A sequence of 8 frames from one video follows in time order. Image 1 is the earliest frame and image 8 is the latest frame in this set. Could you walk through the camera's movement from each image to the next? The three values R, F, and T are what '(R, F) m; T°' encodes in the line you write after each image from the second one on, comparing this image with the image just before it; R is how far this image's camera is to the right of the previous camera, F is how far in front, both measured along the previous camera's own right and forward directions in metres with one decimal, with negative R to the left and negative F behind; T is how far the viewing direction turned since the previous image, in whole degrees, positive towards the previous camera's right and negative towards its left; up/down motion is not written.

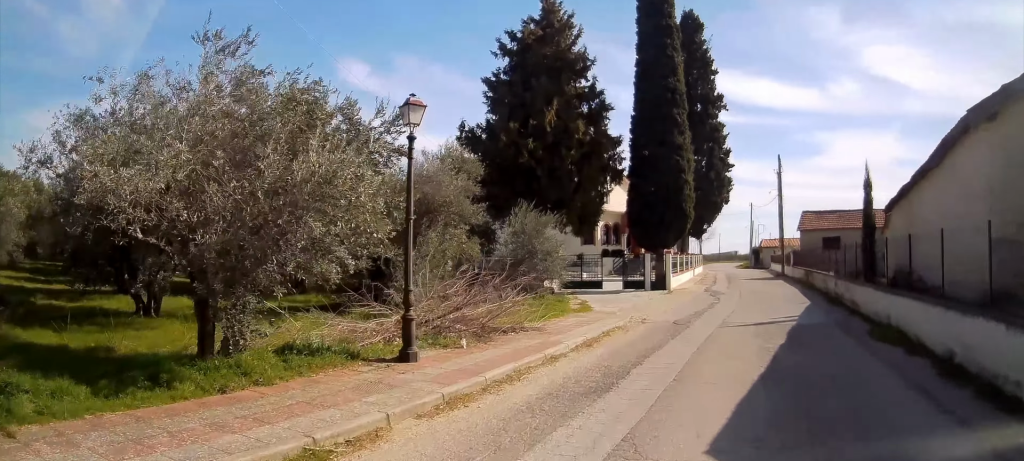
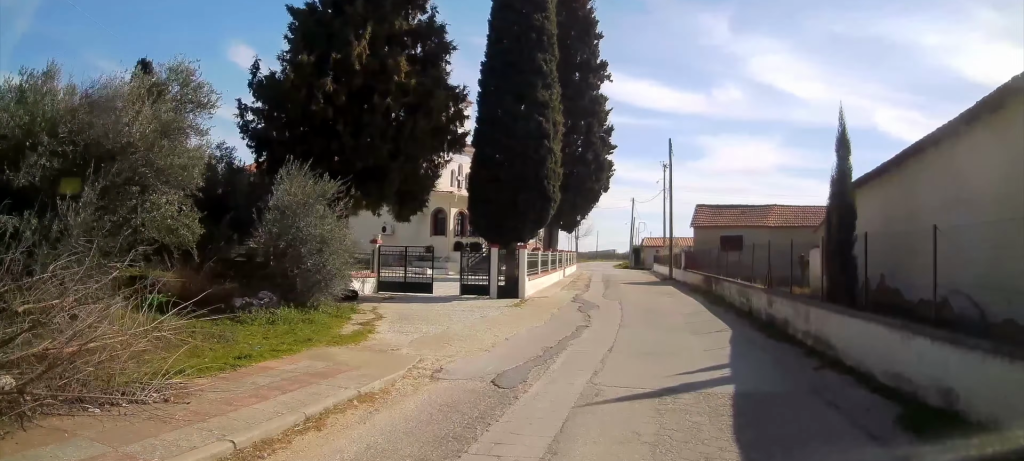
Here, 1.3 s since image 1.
(+0.8, +6.2) m; +9°
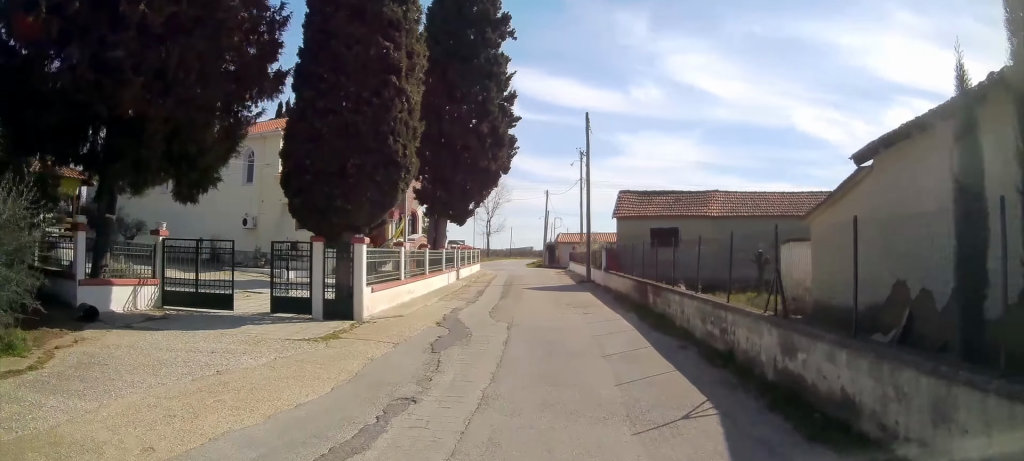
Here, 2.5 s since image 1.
(+0.2, +6.0) m; +4°
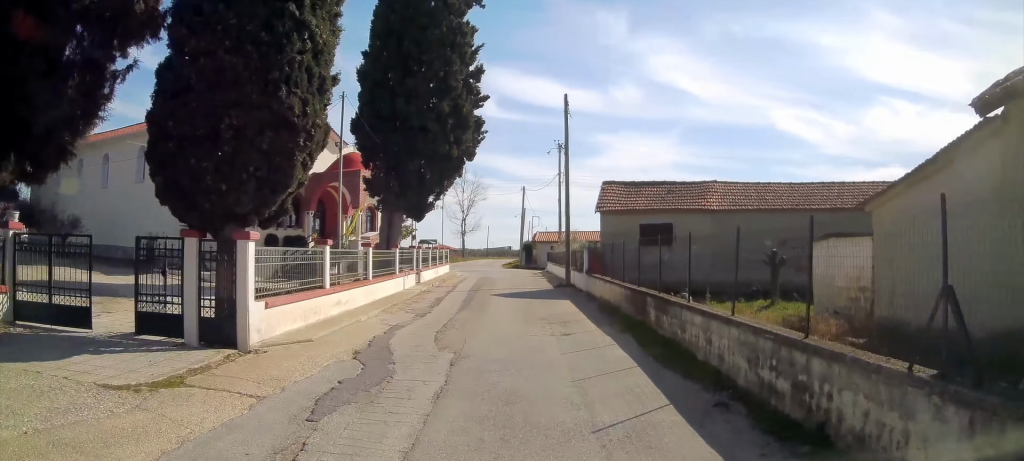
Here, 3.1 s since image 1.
(+0.1, +3.4) m; +2°
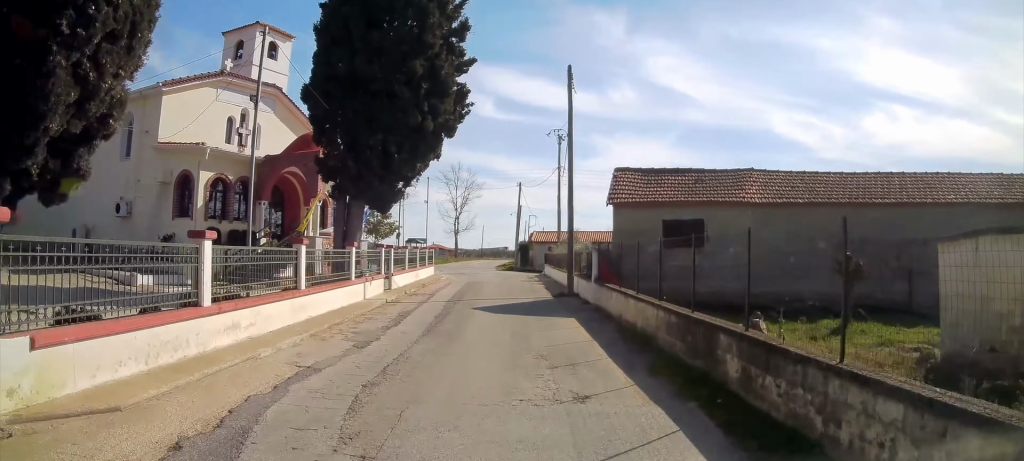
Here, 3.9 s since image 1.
(+0.1, +4.3) m; +1°
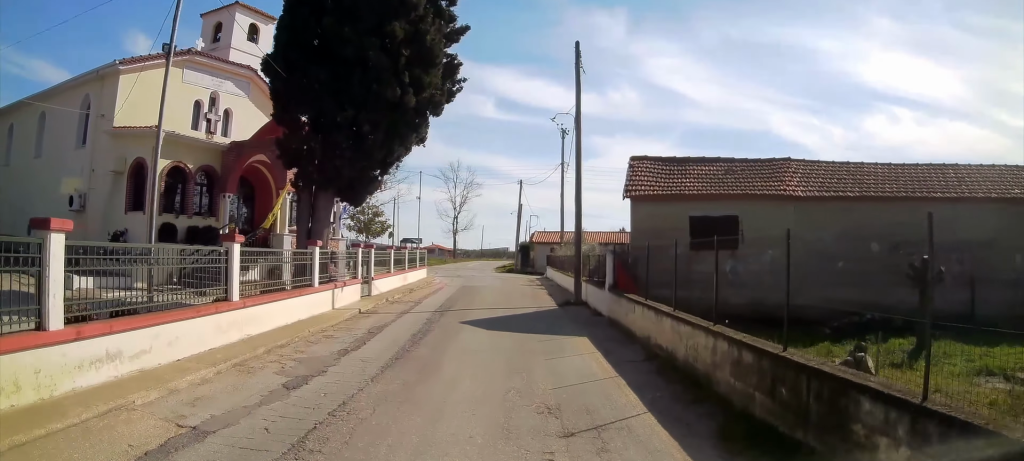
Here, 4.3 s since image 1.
(0.0, +2.7) m; 0°
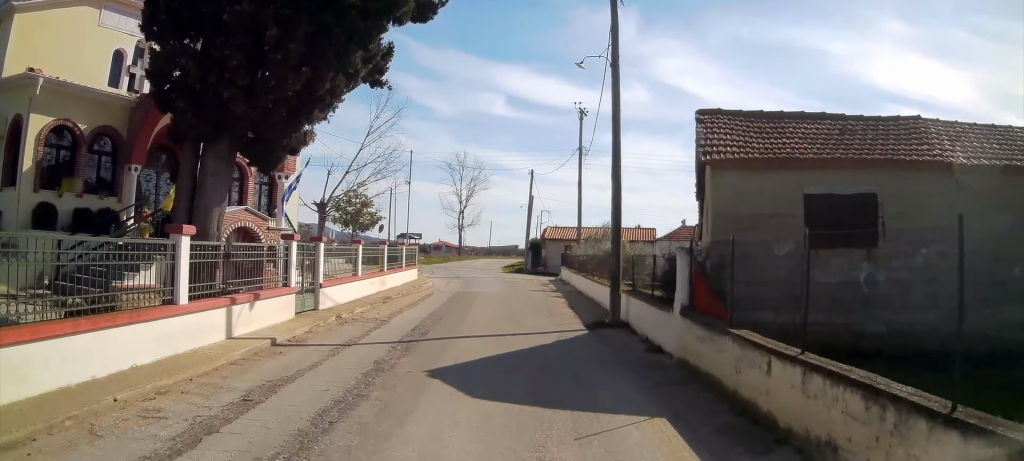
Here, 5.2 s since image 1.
(0.0, +5.4) m; 0°
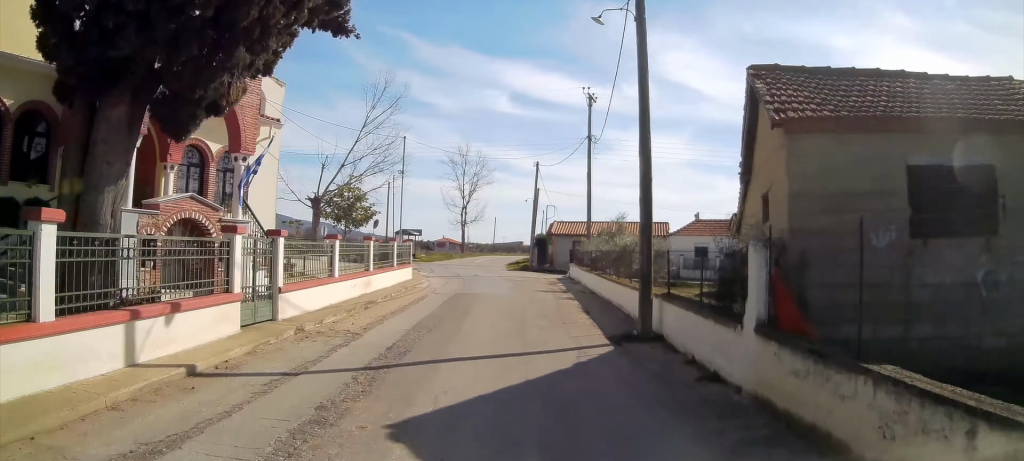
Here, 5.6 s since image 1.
(0.0, +2.4) m; 0°
